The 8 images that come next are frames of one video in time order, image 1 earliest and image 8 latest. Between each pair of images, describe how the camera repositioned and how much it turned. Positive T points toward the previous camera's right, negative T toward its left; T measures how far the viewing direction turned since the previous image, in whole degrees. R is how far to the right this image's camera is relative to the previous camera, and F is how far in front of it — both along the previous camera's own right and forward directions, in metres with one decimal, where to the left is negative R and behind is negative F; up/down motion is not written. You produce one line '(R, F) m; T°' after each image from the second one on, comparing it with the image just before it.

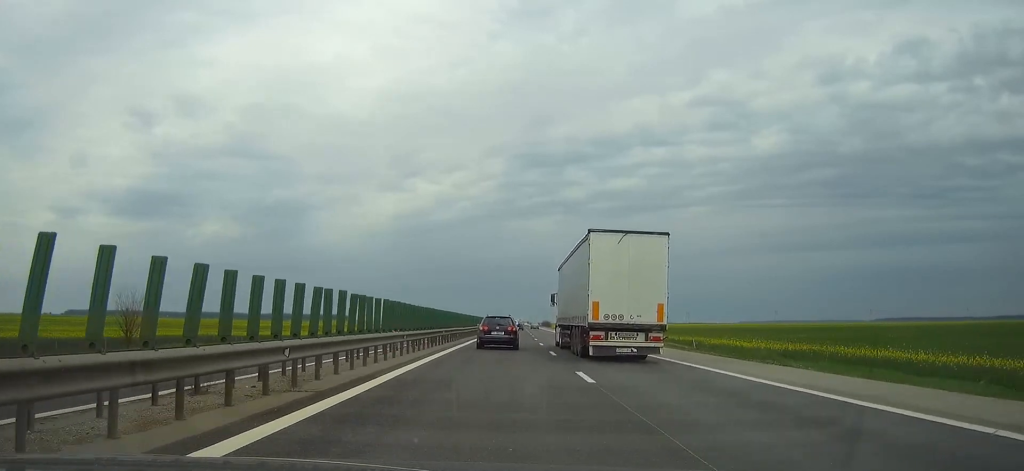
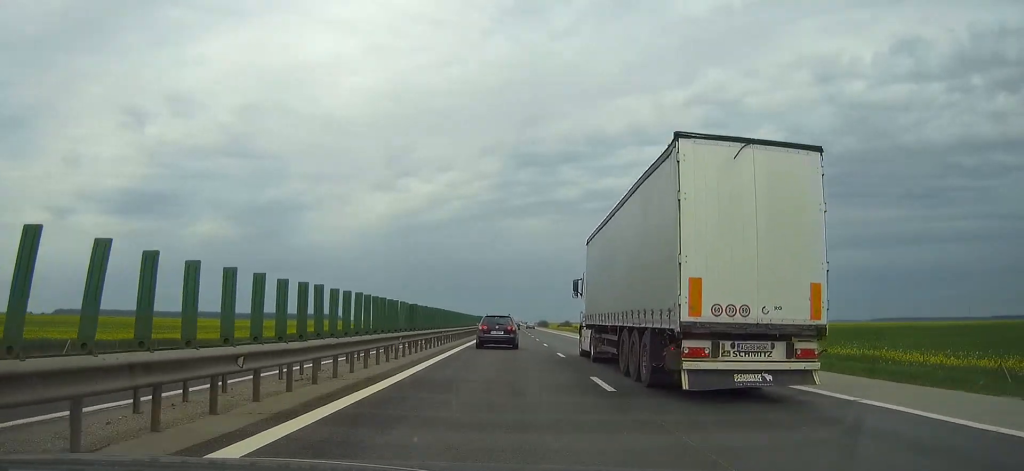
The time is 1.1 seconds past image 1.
(+0.3, +38.1) m; +1°
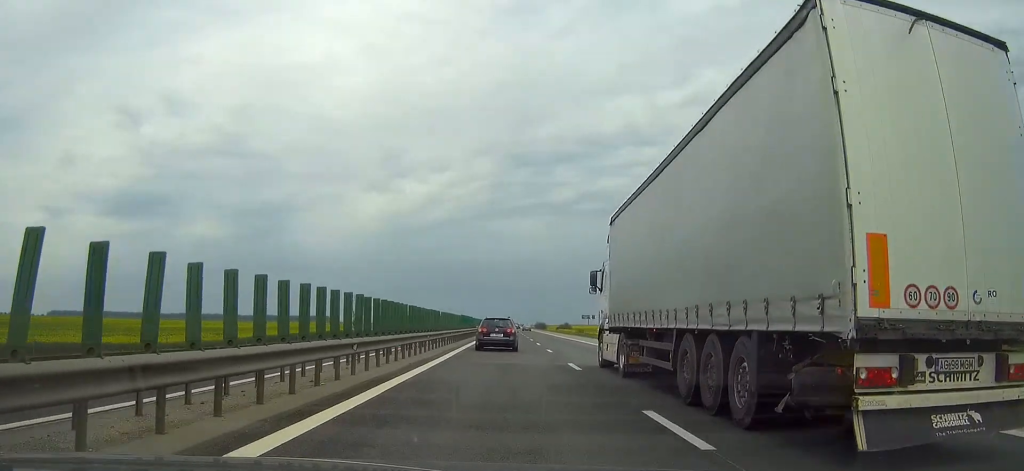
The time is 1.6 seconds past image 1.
(0.0, +17.9) m; 0°
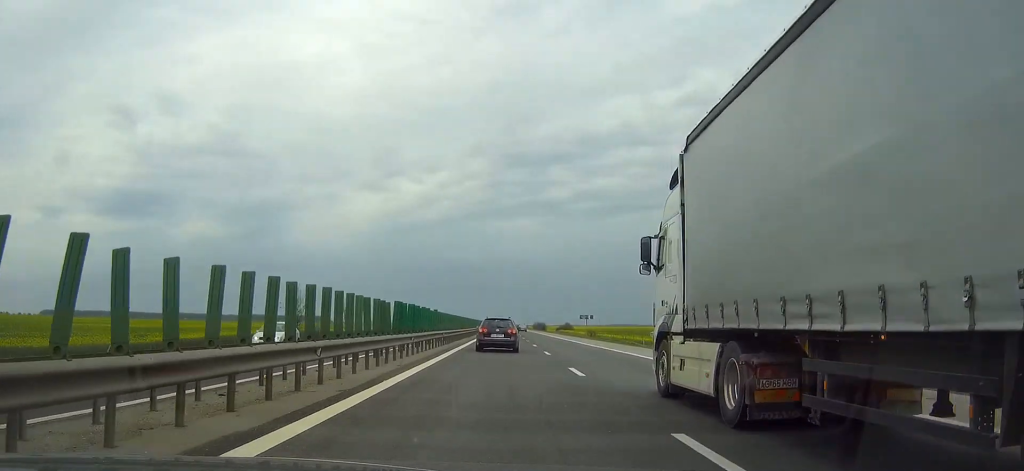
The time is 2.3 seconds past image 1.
(+0.1, +26.4) m; 0°
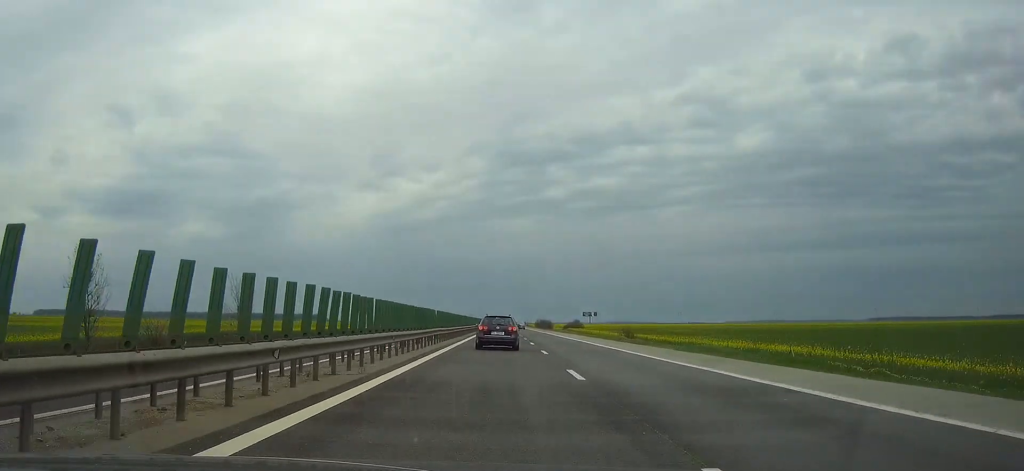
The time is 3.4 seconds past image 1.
(+0.3, +38.4) m; 0°
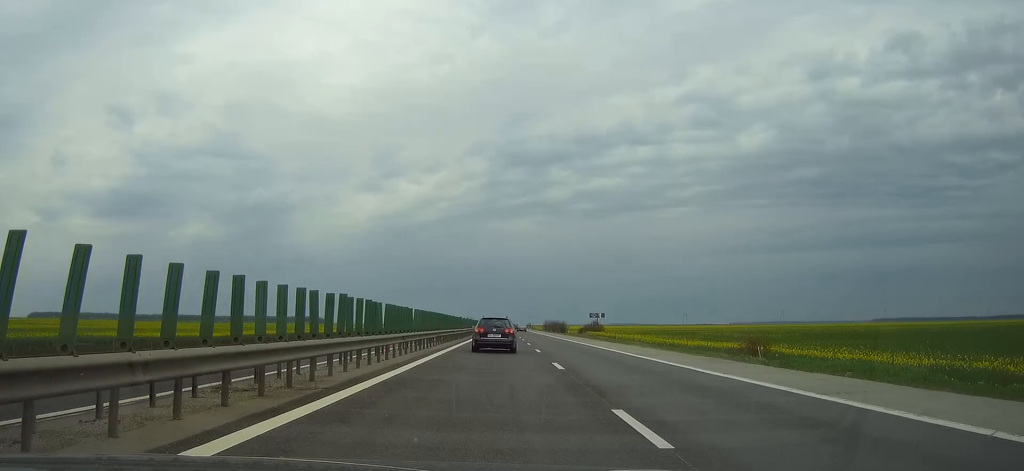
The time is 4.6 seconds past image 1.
(0.0, +44.6) m; 0°
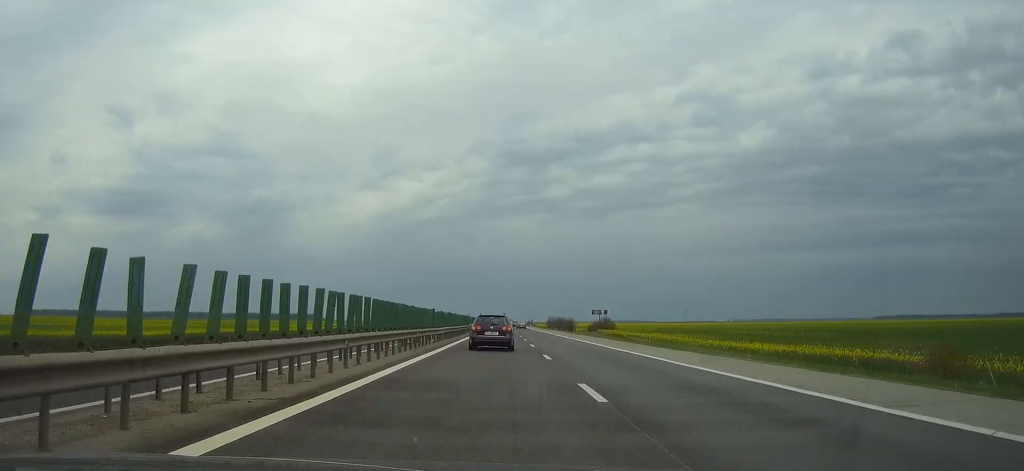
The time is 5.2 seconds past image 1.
(0.0, +20.5) m; 0°
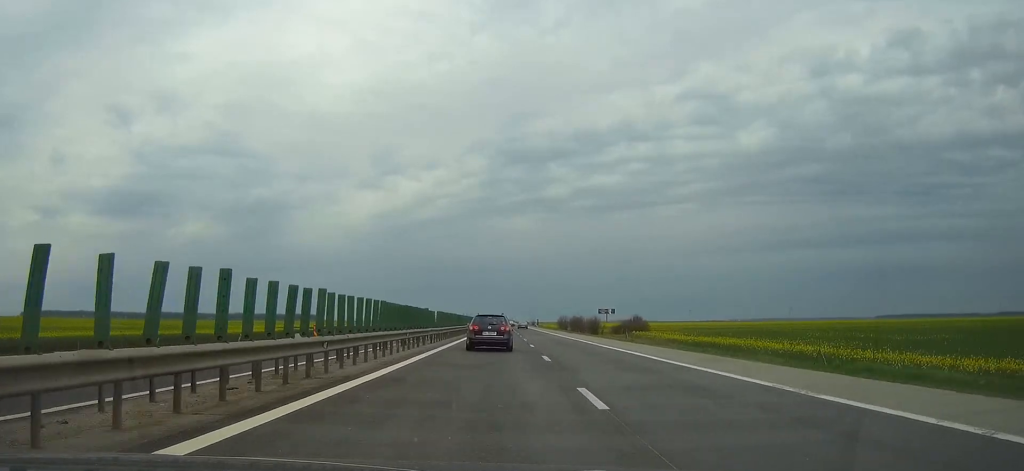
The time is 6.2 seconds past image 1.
(+0.1, +37.4) m; 0°
